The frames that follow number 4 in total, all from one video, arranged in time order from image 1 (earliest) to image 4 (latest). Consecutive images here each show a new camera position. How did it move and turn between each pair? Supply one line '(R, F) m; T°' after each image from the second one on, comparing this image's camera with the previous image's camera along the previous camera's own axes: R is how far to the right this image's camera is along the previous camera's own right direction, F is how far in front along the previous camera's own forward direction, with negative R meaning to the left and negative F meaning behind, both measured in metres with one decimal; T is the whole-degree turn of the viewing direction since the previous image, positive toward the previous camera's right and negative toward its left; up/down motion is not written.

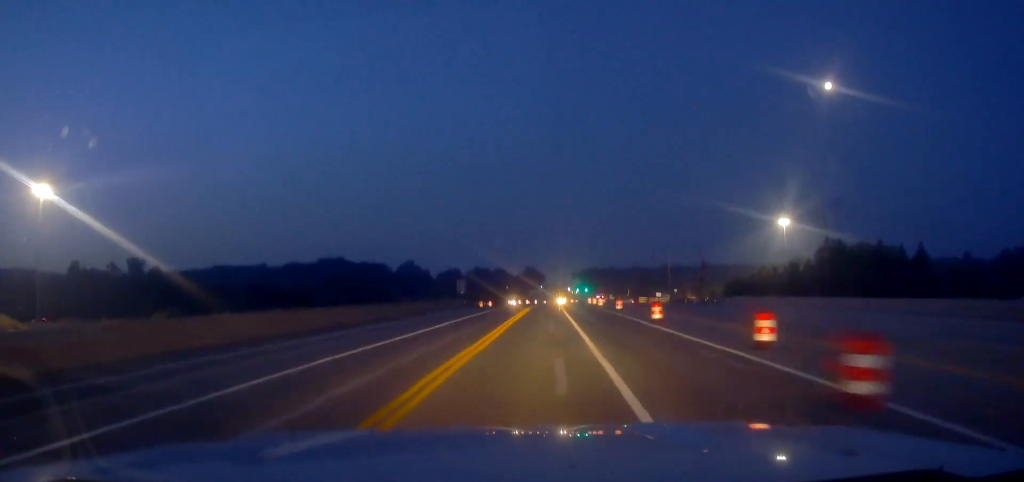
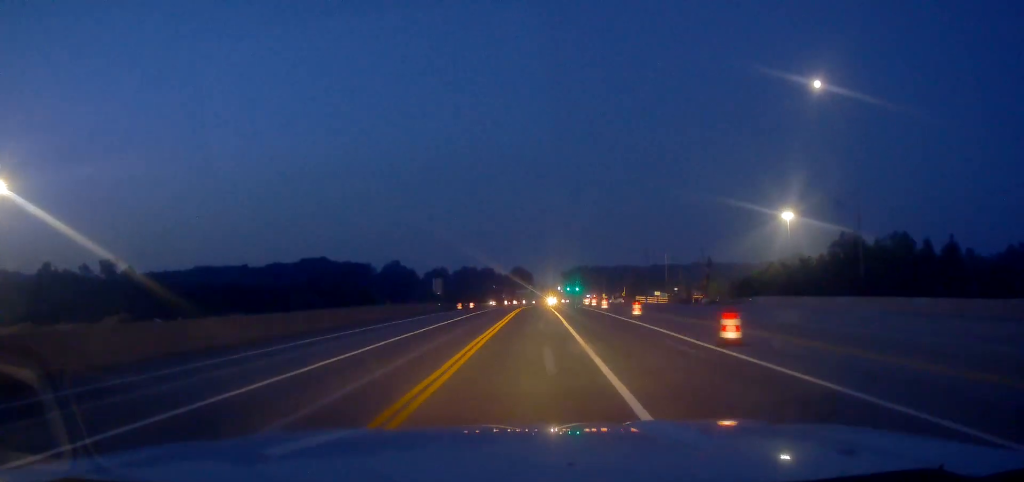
(+0.8, +12.2) m; +2°
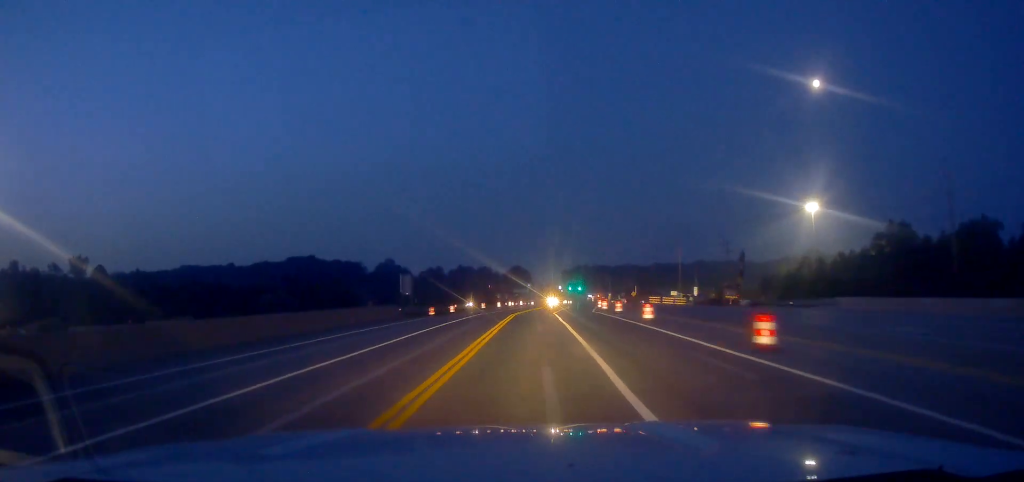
(+0.1, +18.8) m; -1°
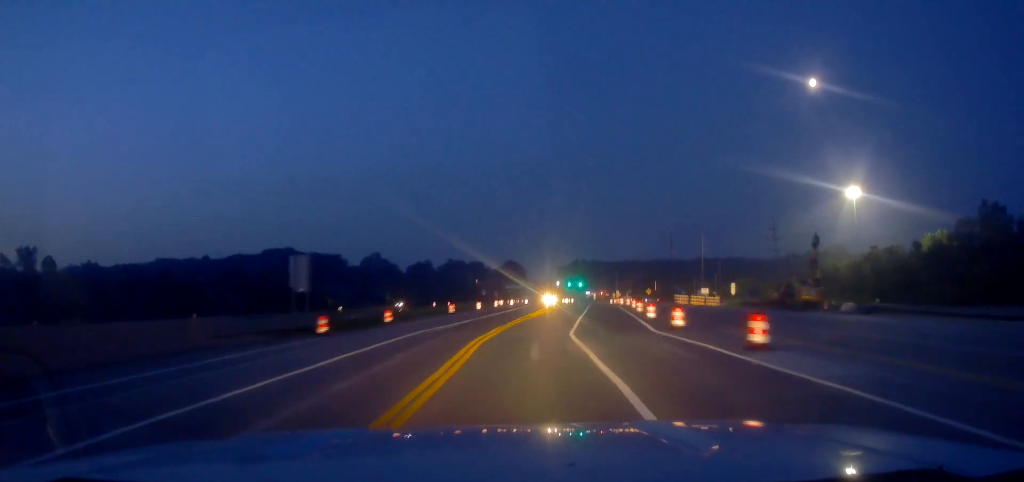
(-0.6, +27.1) m; +1°
